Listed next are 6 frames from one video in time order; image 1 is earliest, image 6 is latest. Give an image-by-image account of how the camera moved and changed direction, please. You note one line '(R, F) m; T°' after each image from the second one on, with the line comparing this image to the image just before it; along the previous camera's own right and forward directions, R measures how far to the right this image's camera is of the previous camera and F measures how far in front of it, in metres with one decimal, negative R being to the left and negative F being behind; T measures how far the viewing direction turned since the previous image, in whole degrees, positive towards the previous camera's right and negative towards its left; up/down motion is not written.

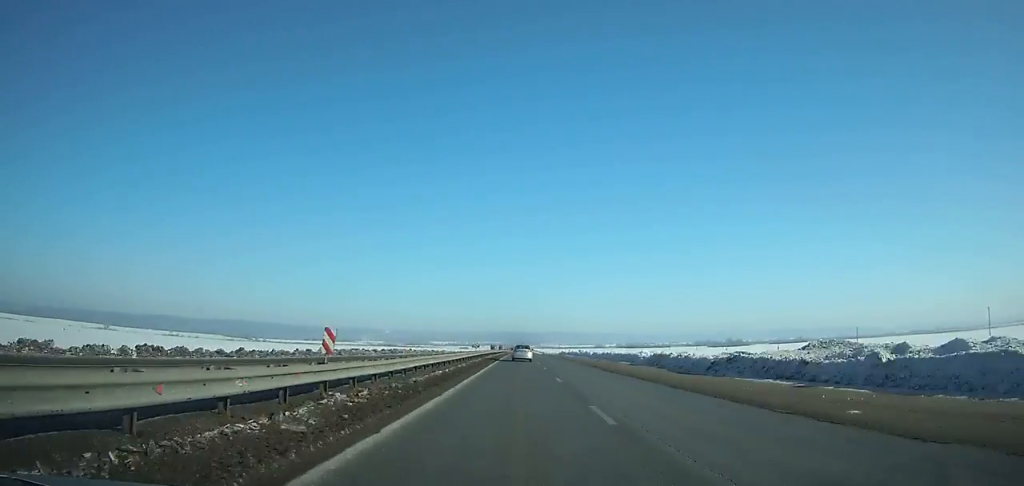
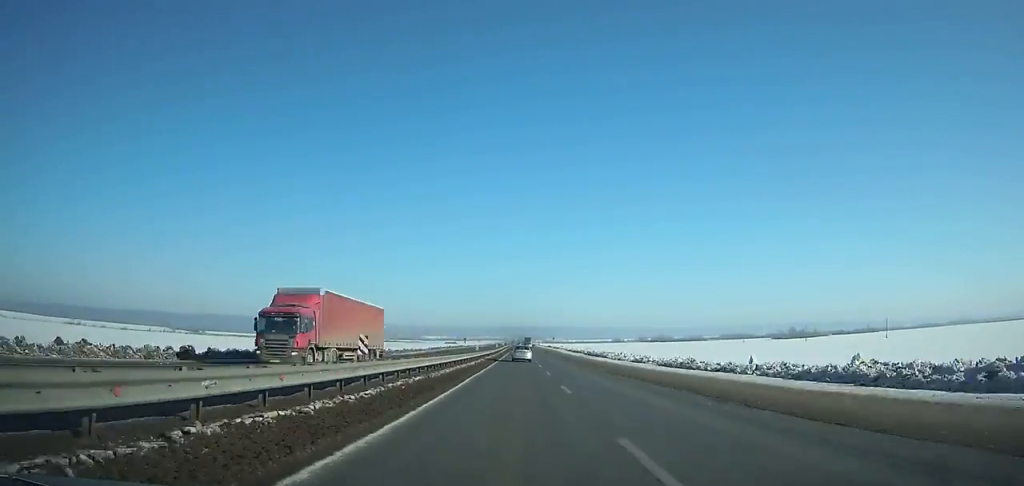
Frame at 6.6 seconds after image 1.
(+0.3, +196.6) m; 0°
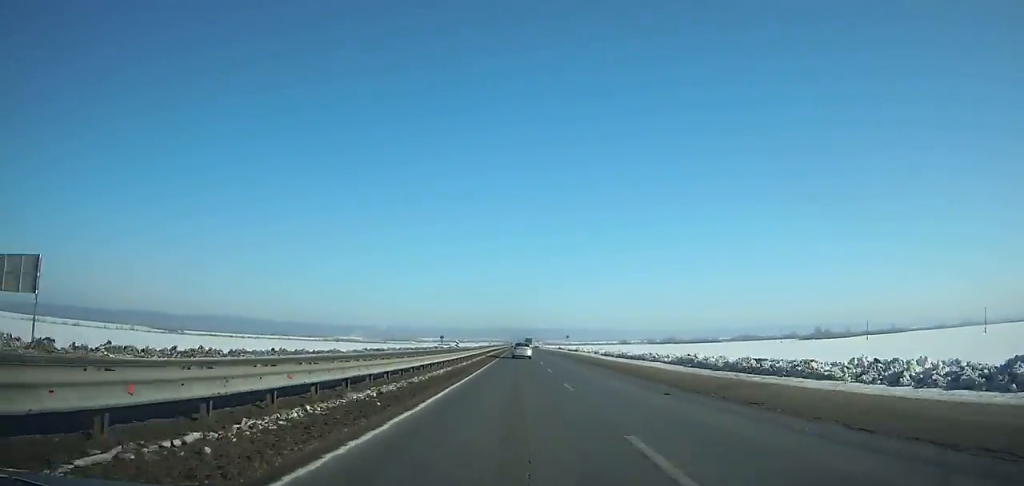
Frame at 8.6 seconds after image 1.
(0.0, +59.4) m; 0°
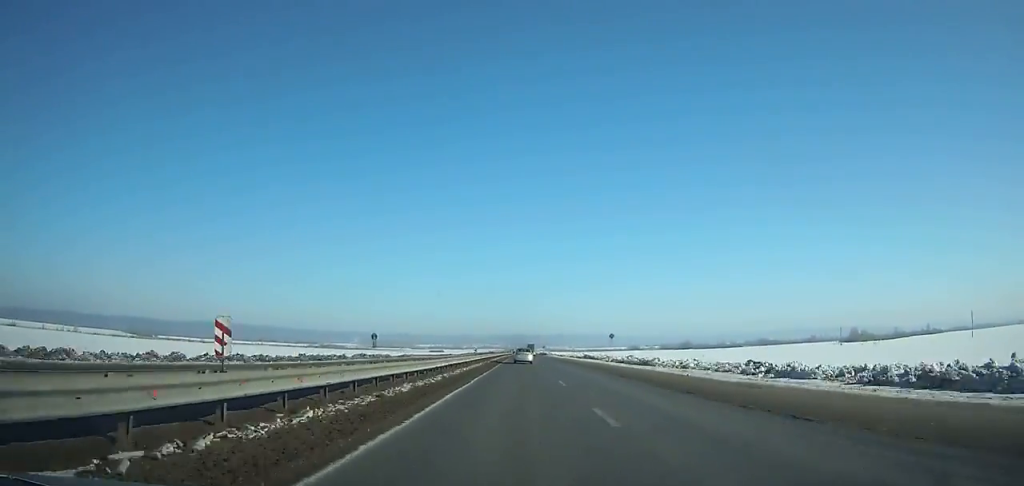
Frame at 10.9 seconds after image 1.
(-0.2, +68.2) m; 0°
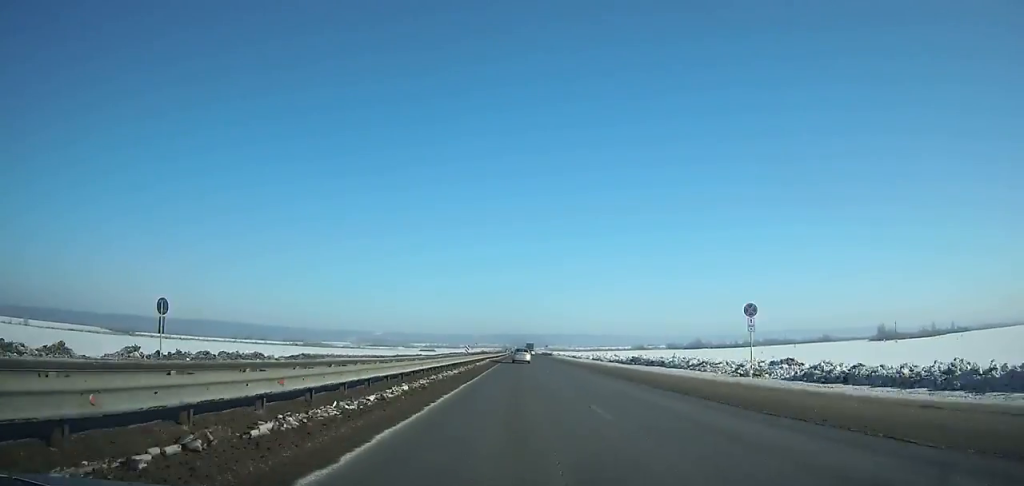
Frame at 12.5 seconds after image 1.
(-0.1, +47.2) m; 0°
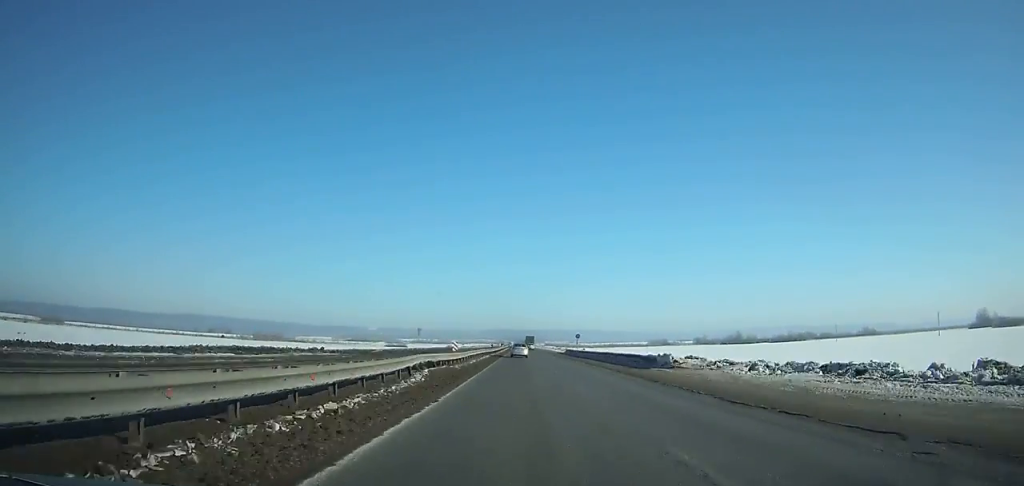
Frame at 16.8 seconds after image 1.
(-0.2, +126.6) m; 0°
